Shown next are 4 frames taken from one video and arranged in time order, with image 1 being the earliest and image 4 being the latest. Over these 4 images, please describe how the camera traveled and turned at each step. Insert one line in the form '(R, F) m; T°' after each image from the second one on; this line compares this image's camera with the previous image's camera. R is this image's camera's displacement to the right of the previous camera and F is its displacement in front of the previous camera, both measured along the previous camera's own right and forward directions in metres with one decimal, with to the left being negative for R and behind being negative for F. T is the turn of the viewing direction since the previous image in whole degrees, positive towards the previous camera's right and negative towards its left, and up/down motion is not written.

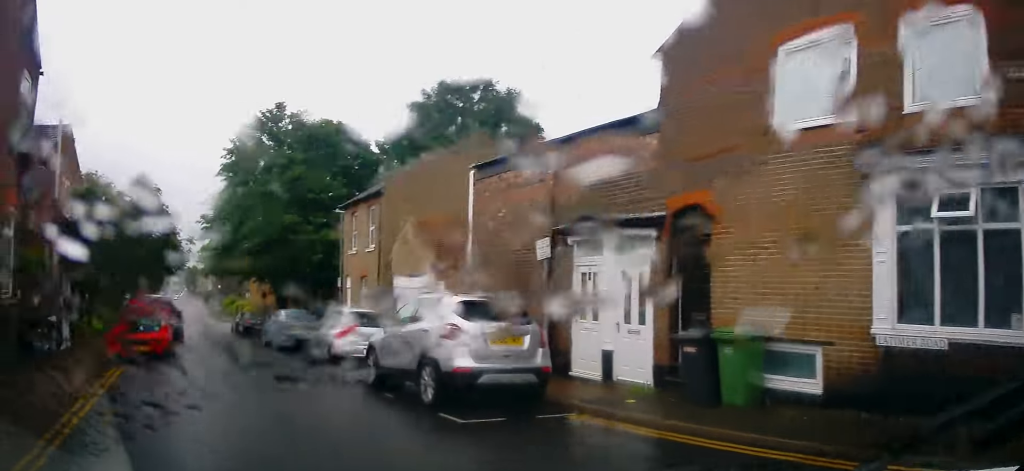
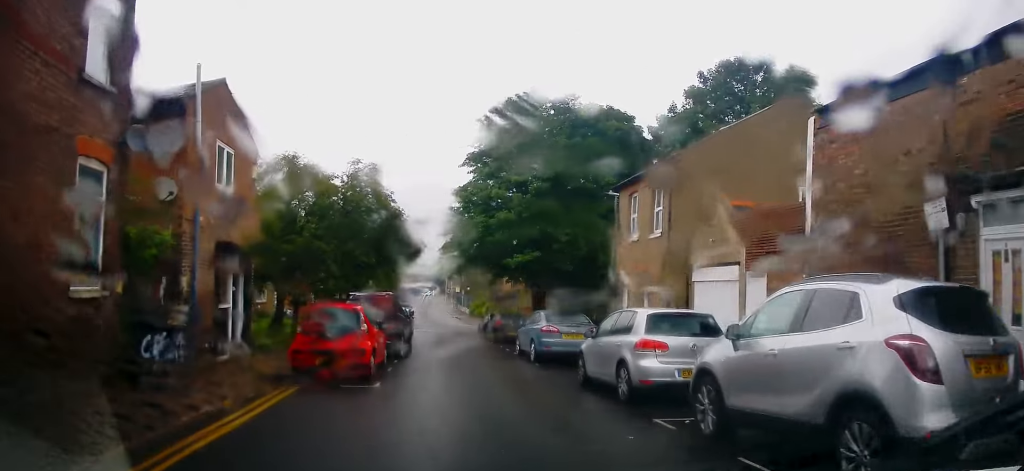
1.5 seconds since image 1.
(-0.6, +4.2) m; -17°
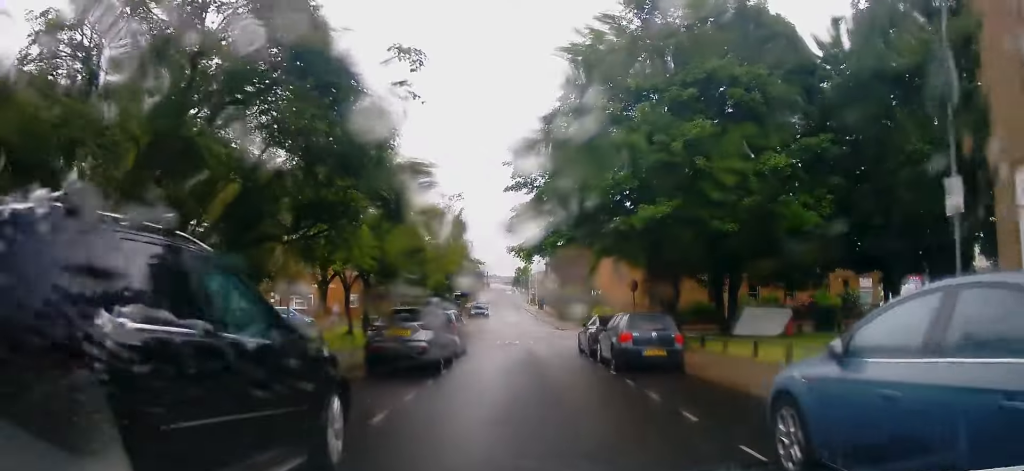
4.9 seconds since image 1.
(-1.4, +14.6) m; -7°
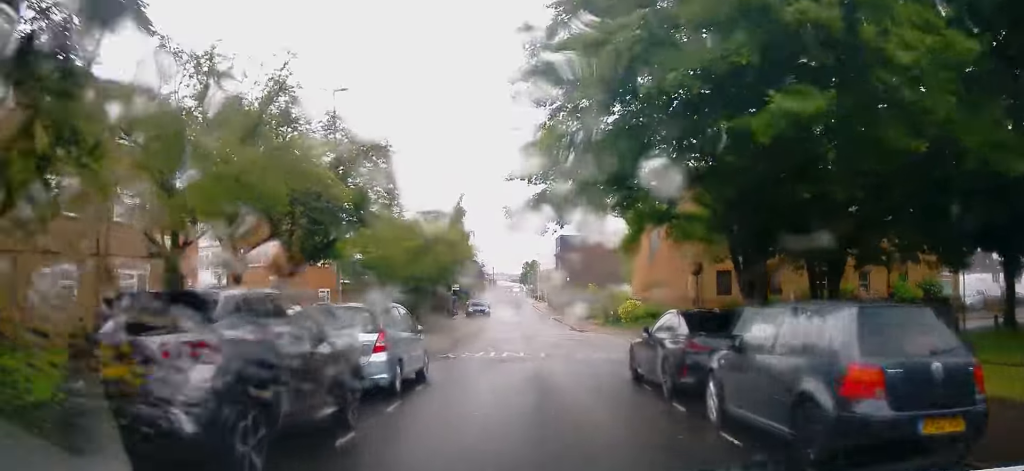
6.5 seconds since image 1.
(-0.2, +9.6) m; 0°
